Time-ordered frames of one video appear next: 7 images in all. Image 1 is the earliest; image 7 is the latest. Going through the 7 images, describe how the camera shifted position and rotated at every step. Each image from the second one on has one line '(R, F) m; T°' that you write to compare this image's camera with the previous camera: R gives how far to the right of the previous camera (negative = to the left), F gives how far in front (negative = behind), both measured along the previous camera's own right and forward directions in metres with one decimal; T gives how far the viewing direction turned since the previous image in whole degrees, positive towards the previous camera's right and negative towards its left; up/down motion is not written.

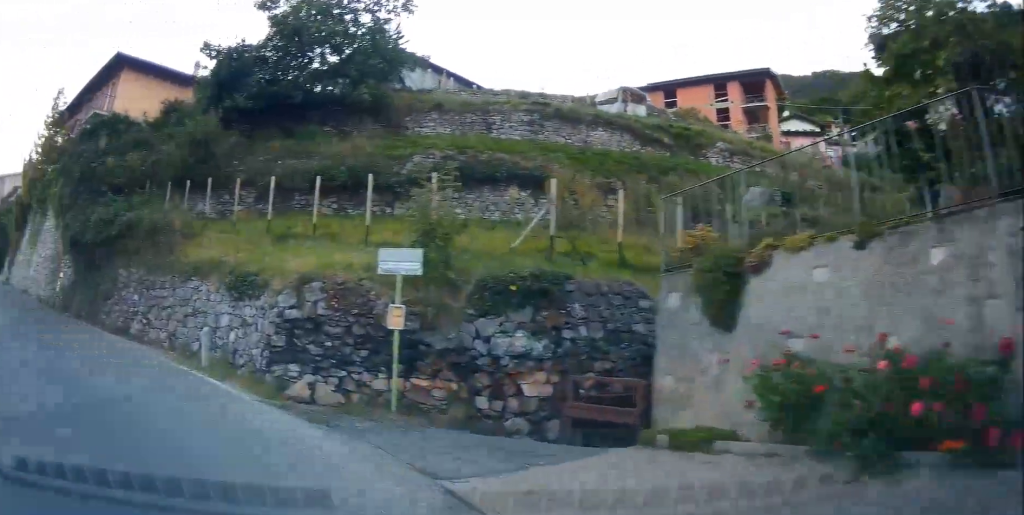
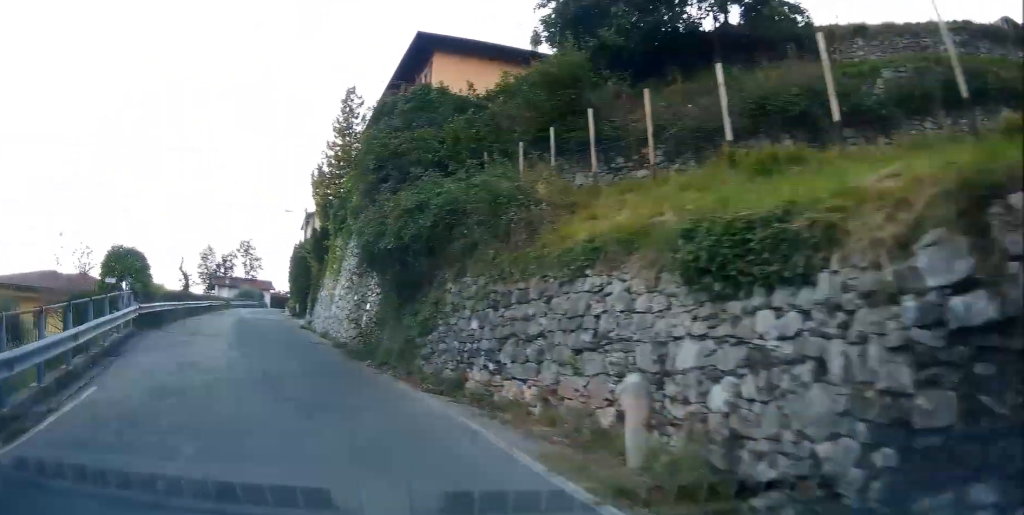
(-2.4, +7.1) m; -30°
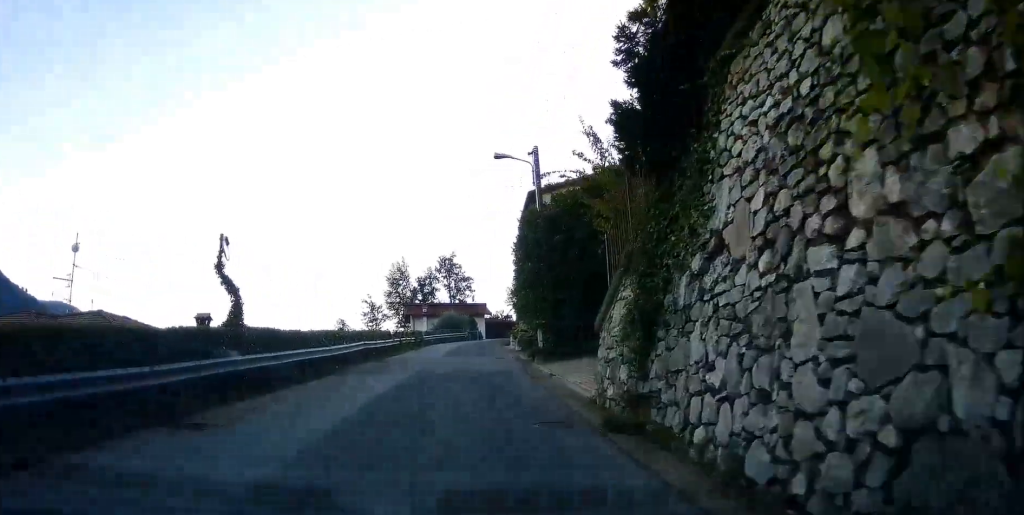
(-3.7, +23.3) m; -12°
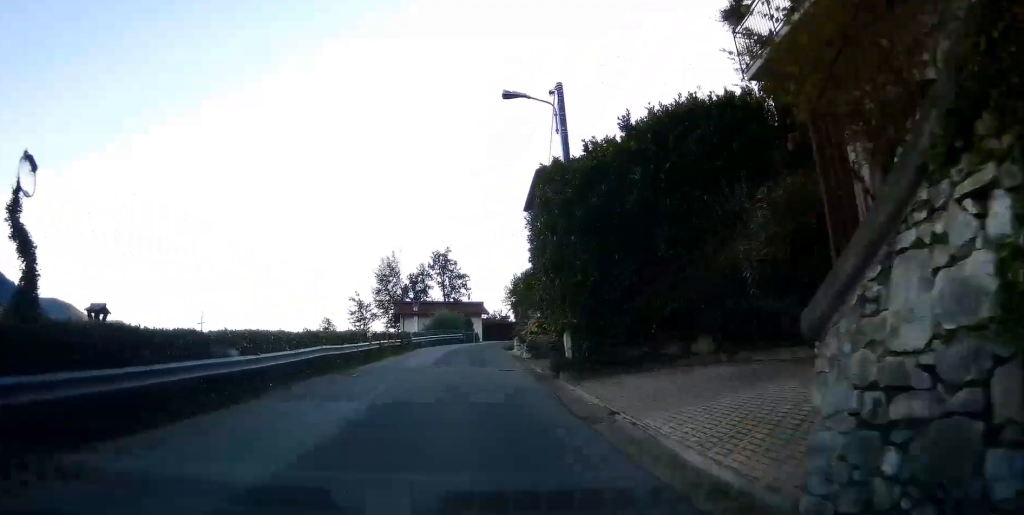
(-0.4, +7.6) m; -2°
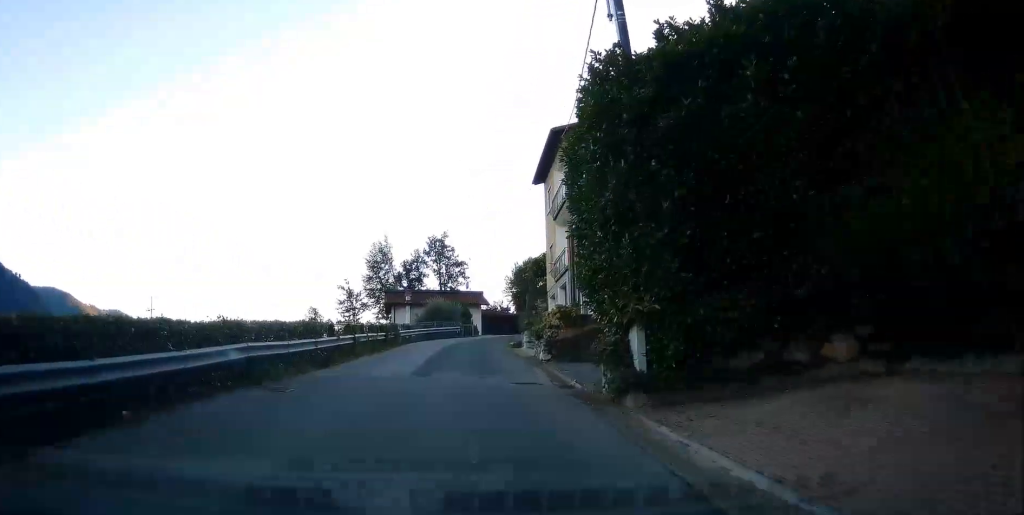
(-0.1, +7.0) m; -1°
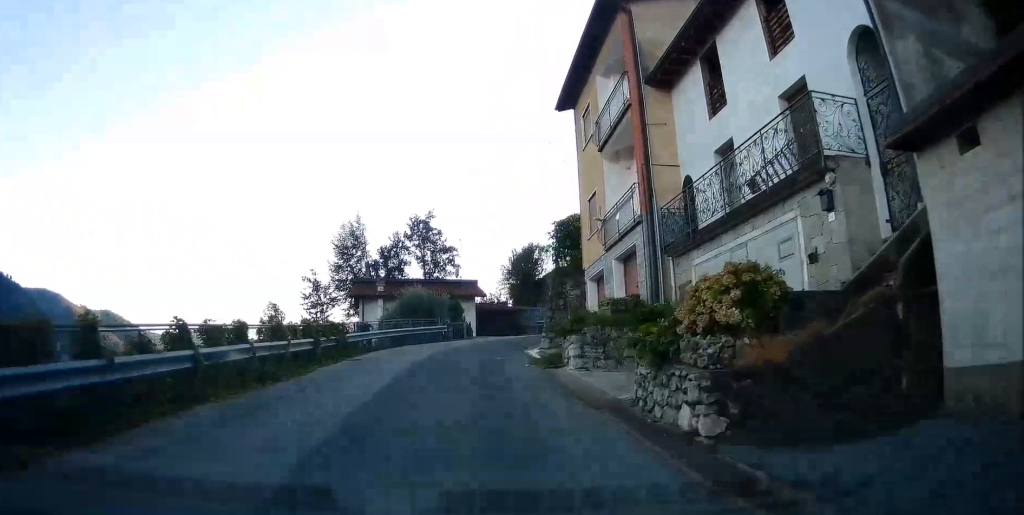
(+0.1, +14.7) m; +1°
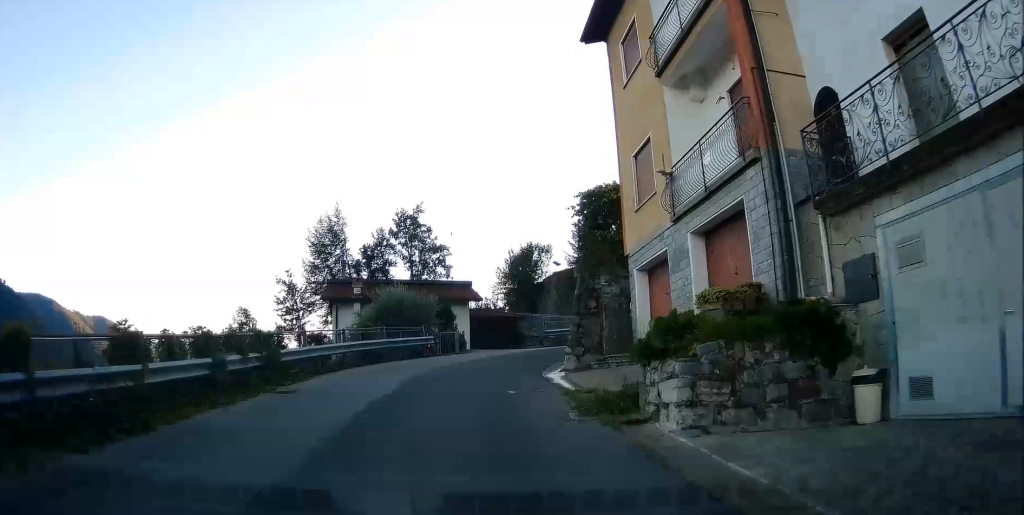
(0.0, +7.7) m; 0°
